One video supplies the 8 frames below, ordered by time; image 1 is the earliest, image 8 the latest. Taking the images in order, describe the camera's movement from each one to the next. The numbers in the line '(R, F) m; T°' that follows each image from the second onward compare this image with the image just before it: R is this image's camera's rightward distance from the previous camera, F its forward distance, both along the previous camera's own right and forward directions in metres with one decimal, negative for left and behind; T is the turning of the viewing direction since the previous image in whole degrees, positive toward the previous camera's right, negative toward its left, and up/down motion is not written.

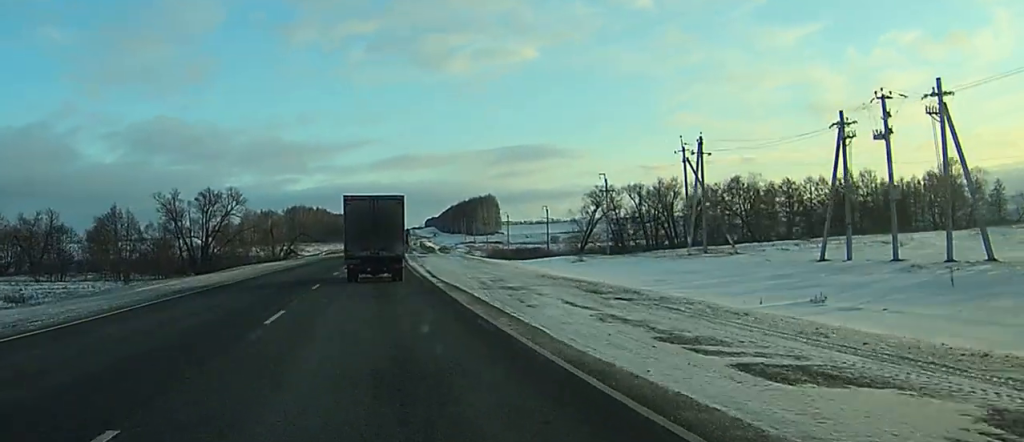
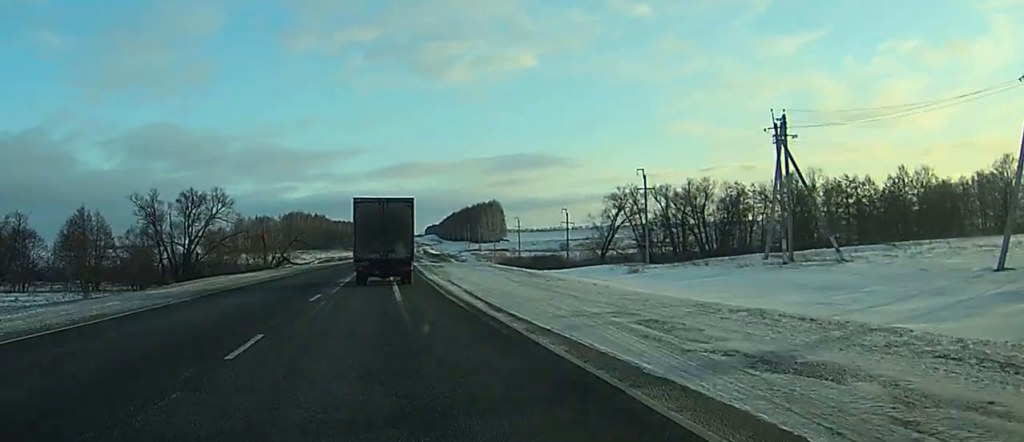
(0.0, +16.6) m; 0°
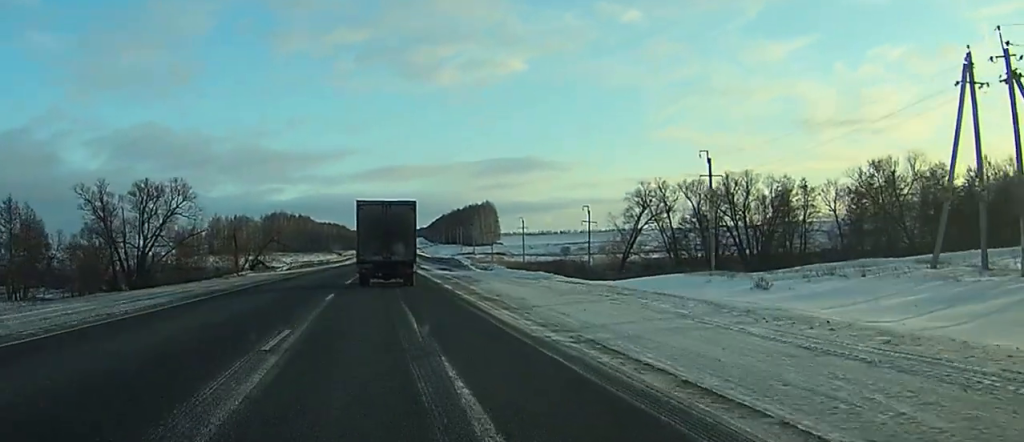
(+0.1, +23.0) m; 0°
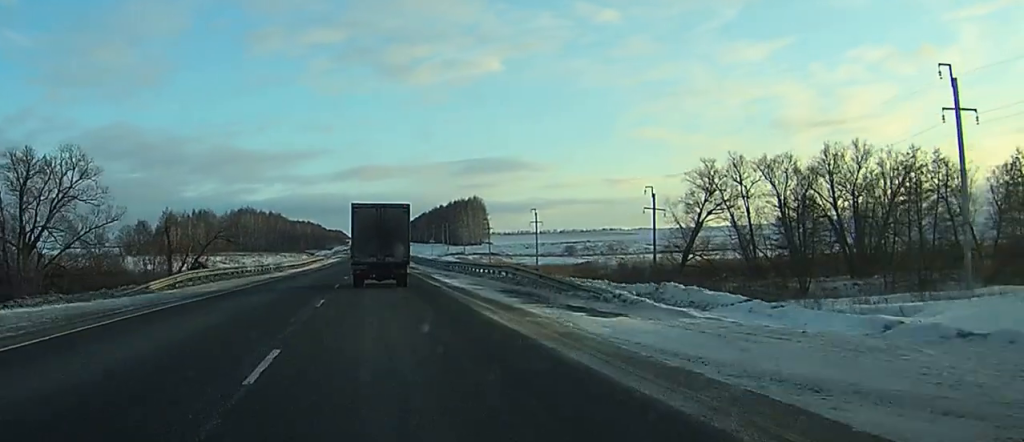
(+0.3, +38.9) m; +1°
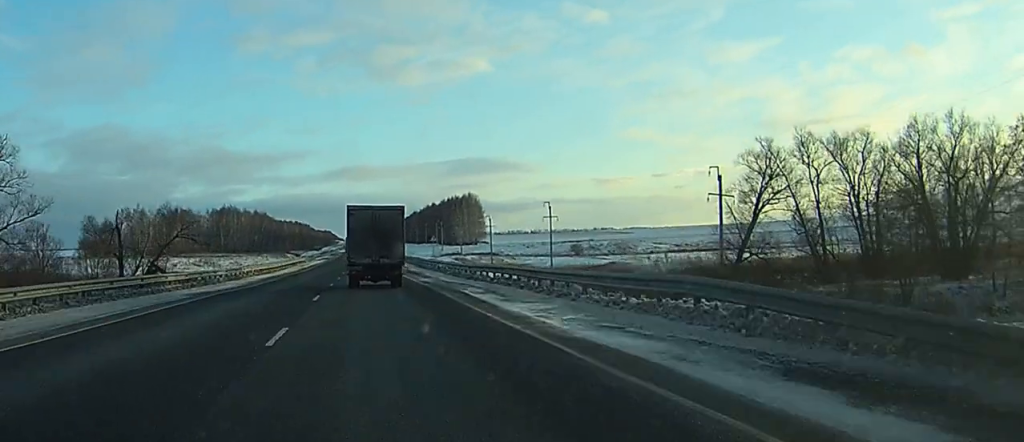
(+0.2, +20.6) m; +1°
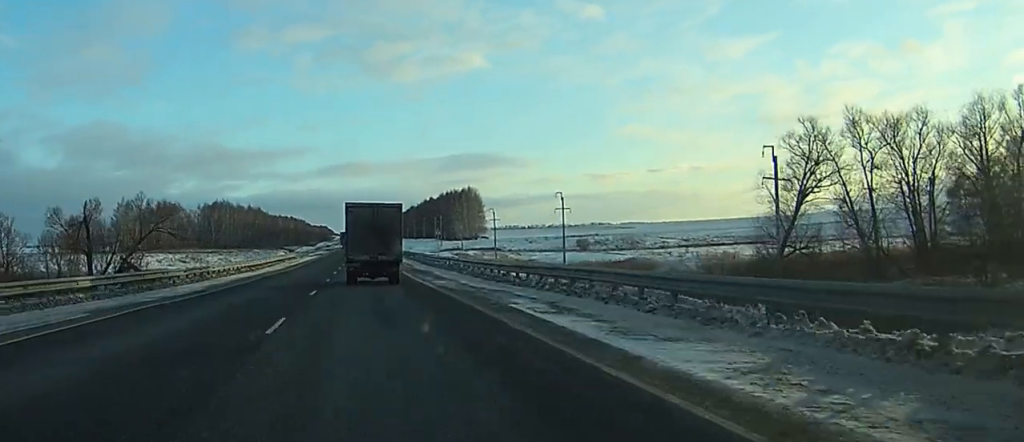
(0.0, +11.1) m; +1°
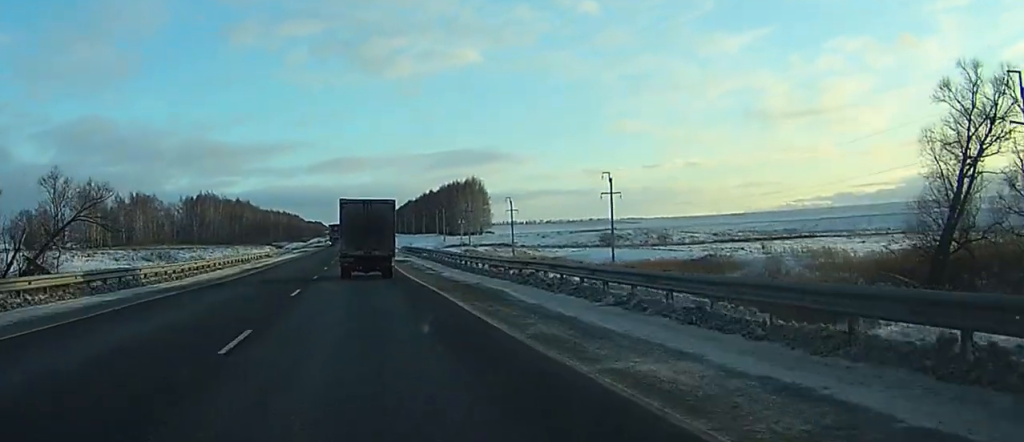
(+0.2, +26.8) m; +1°
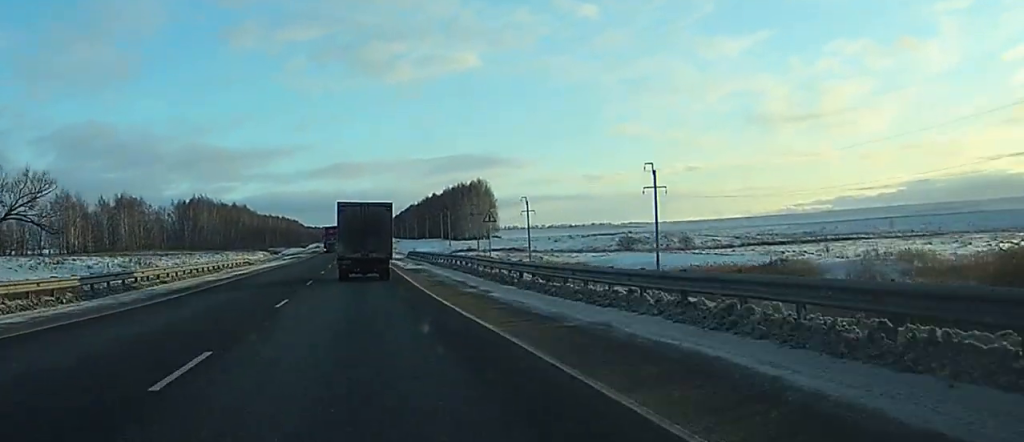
(0.0, +14.9) m; 0°
